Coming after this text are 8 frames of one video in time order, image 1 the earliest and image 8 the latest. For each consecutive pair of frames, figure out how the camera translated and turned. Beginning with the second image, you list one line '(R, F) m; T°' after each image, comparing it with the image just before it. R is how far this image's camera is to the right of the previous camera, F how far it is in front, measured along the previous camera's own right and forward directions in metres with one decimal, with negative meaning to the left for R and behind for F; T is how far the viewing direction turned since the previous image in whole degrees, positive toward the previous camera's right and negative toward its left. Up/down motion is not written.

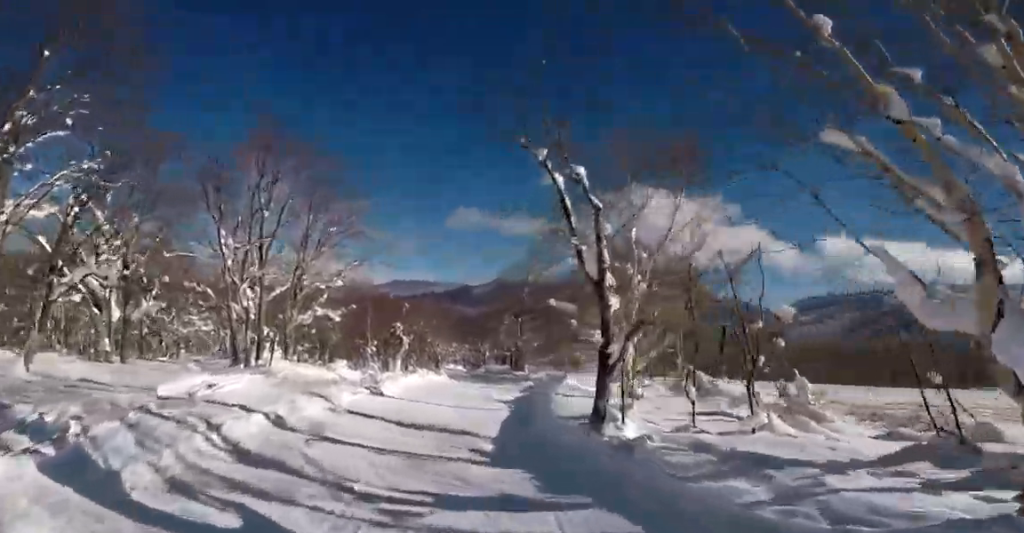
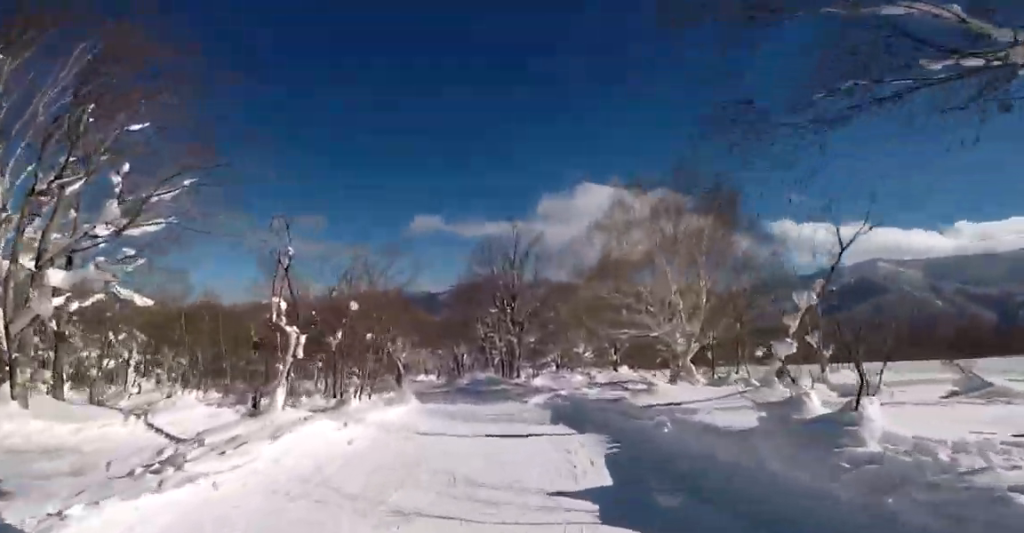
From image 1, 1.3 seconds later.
(+7.0, +4.7) m; +53°
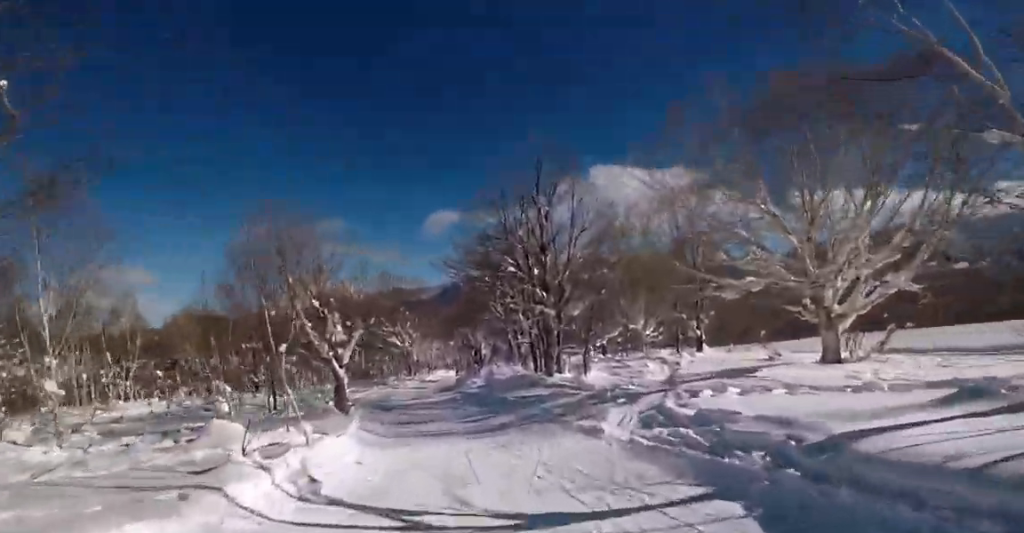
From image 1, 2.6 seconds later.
(-3.0, +10.4) m; -49°
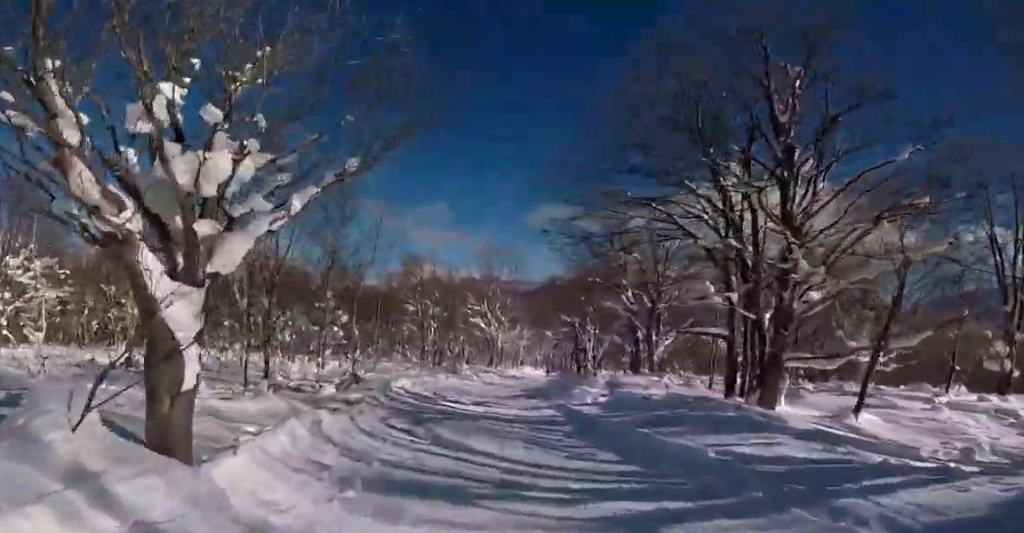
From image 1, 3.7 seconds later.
(-4.7, +10.6) m; -17°
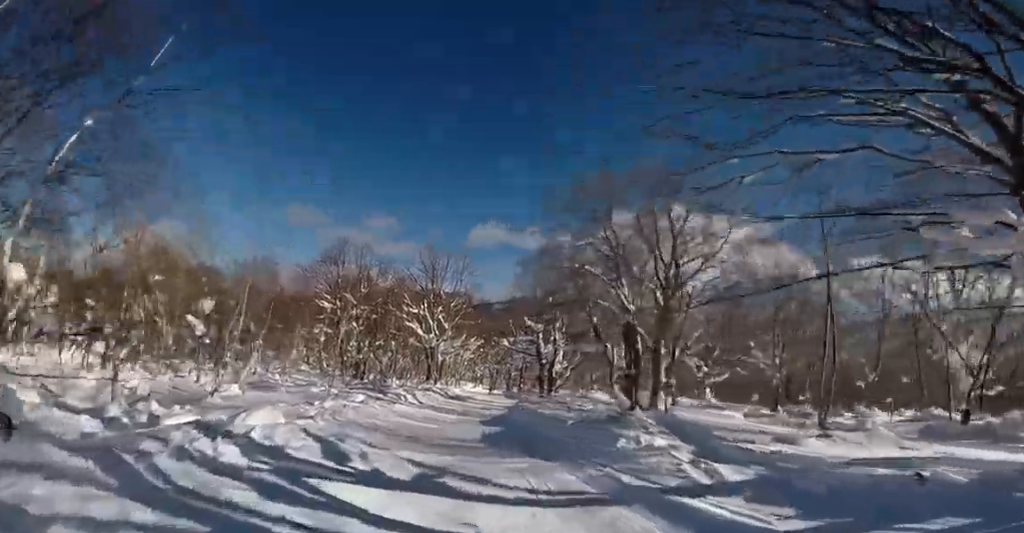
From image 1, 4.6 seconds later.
(+0.4, +8.1) m; +31°
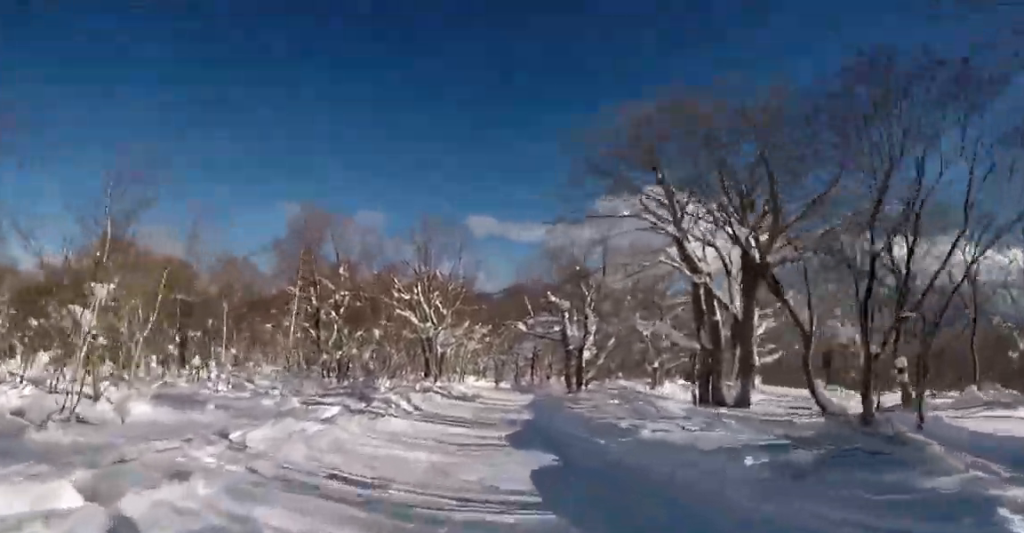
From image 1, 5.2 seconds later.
(+2.5, +5.0) m; +26°
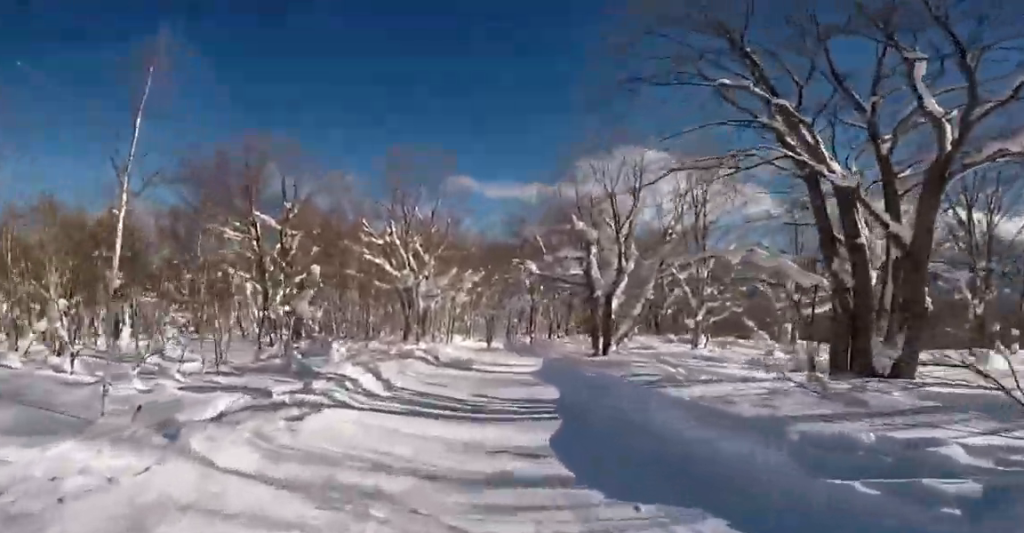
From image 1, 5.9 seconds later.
(+1.0, +7.3) m; +8°
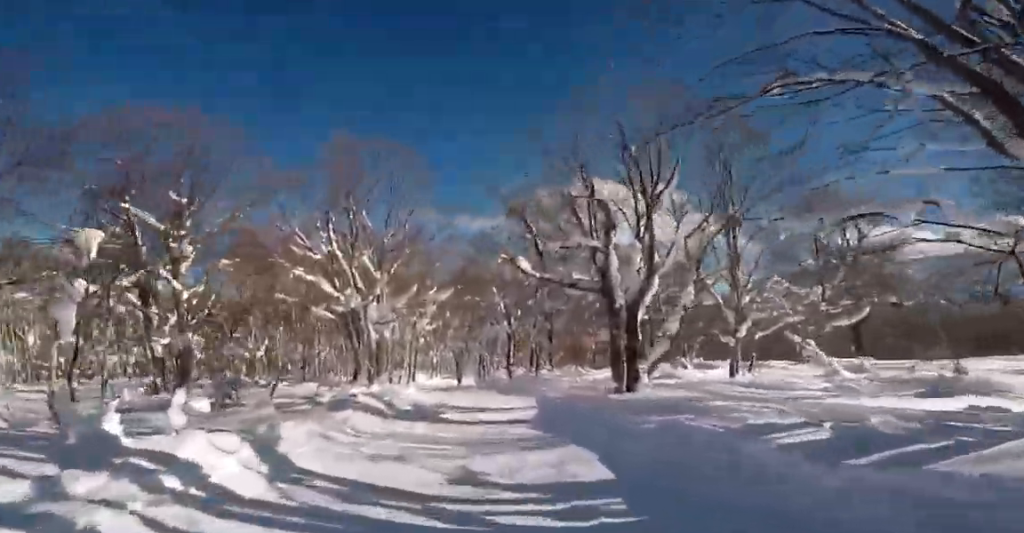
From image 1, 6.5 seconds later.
(+0.2, +7.4) m; +1°
